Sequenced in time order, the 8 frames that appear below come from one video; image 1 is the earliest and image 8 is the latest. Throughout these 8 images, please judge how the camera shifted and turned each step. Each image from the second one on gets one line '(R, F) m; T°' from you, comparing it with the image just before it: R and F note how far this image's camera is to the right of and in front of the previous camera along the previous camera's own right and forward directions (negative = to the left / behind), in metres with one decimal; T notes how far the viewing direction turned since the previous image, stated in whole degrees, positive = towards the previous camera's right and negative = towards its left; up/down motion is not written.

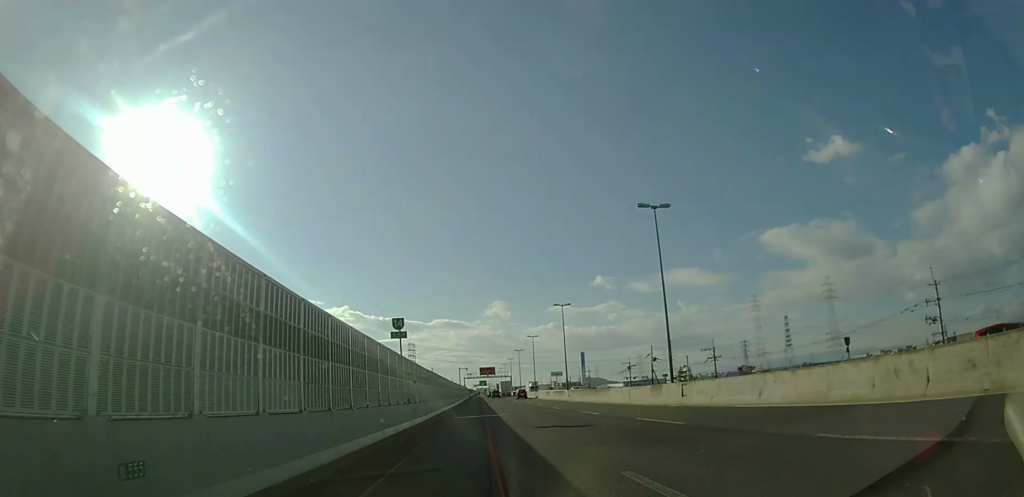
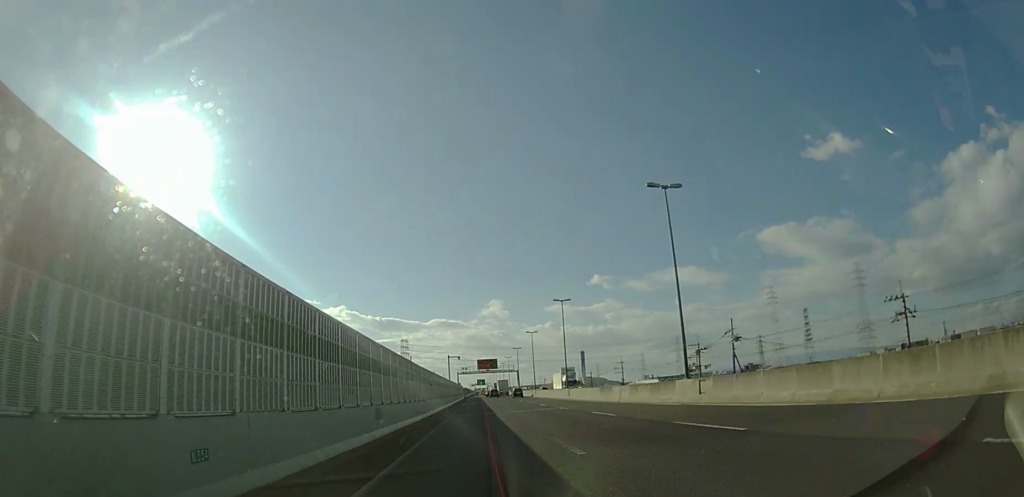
(-0.2, +33.6) m; -1°
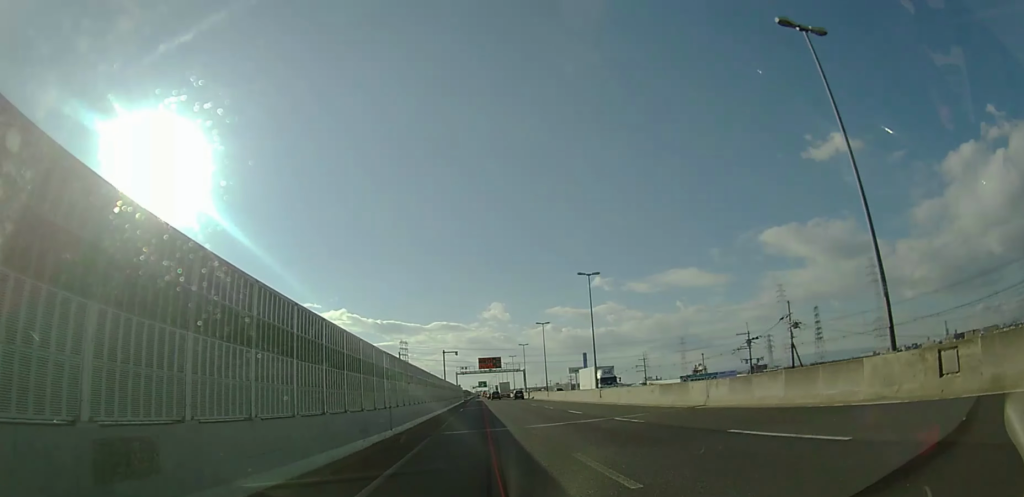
(-0.1, +13.7) m; -1°
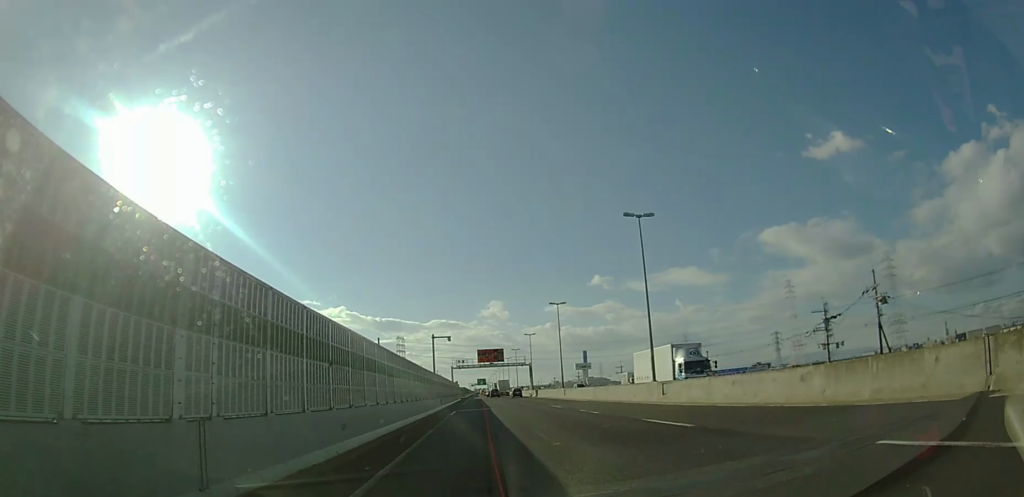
(0.0, +14.4) m; 0°
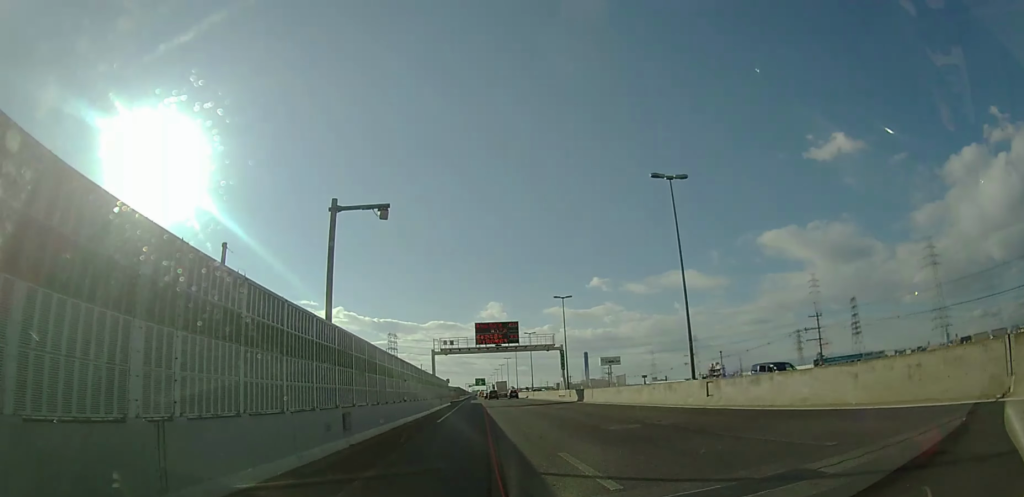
(+0.3, +35.5) m; 0°
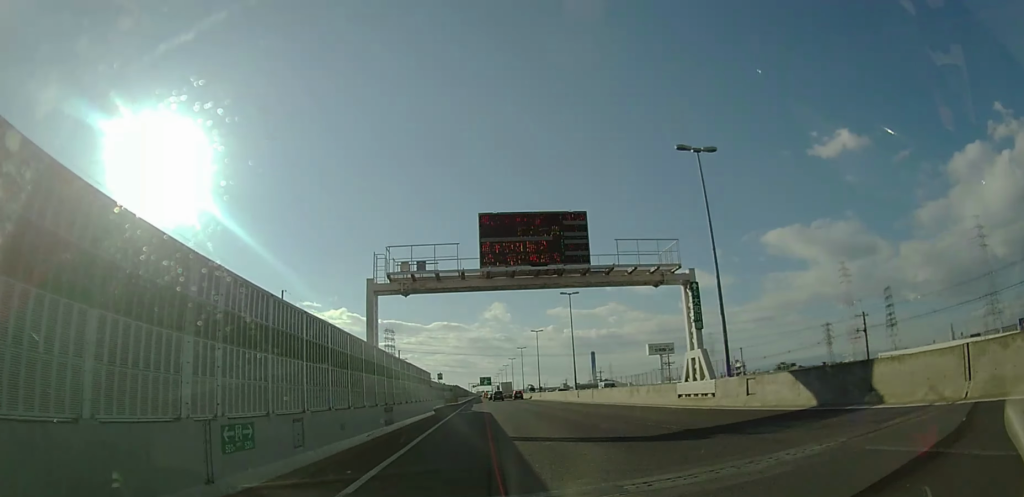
(-0.1, +33.7) m; 0°
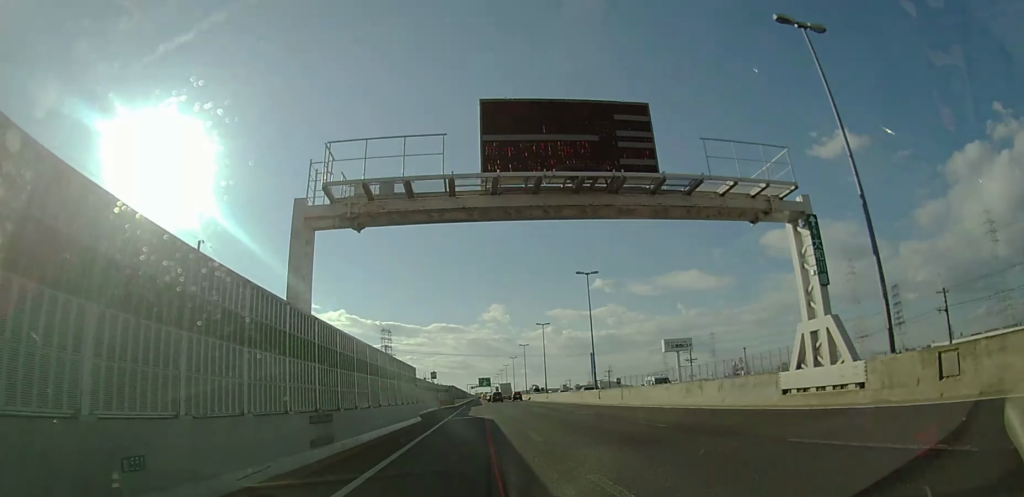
(0.0, +8.9) m; 0°
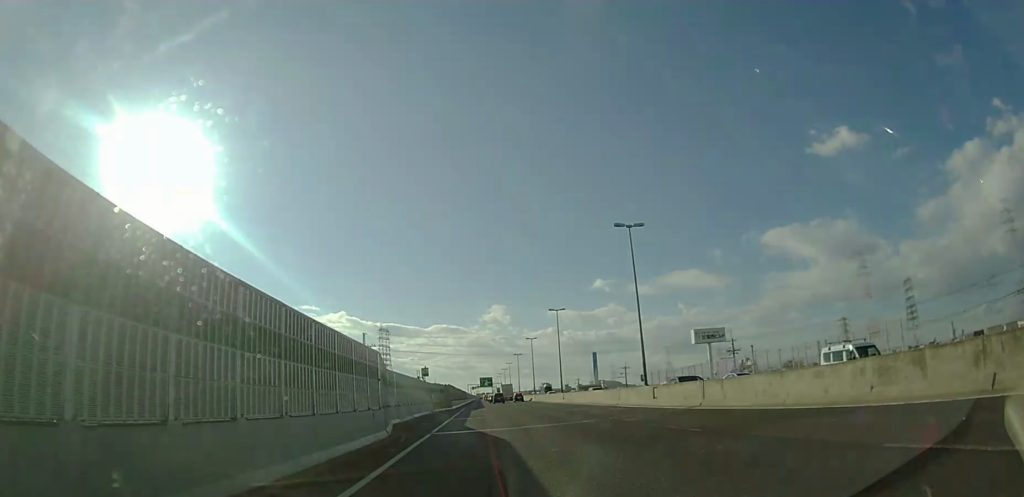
(+0.1, +11.9) m; 0°
